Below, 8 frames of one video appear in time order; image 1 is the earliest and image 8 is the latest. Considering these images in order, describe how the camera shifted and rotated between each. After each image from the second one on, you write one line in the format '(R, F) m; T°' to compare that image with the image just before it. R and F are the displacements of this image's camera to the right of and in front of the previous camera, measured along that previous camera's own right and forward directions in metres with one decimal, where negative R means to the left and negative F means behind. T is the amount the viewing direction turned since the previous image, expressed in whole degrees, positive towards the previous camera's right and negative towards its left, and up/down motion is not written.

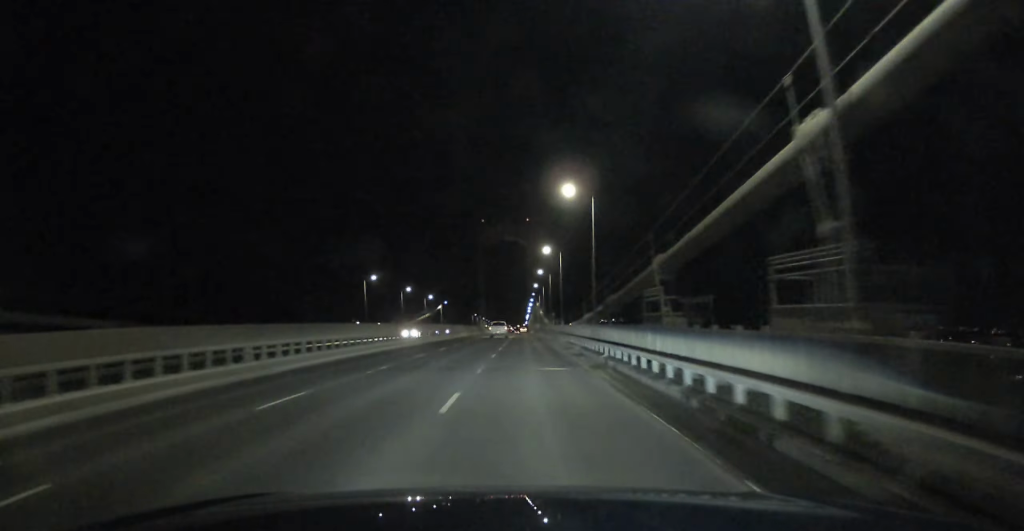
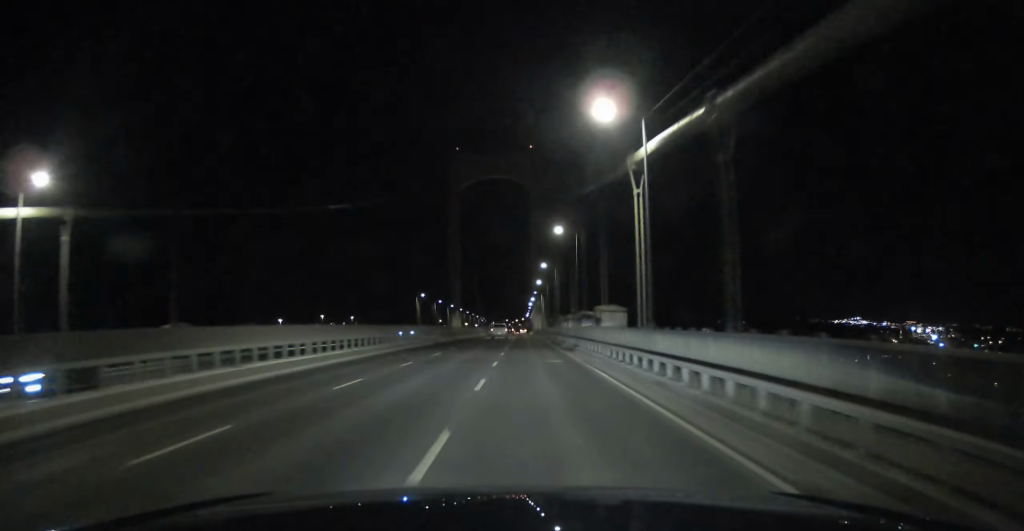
(-0.3, +168.9) m; 0°
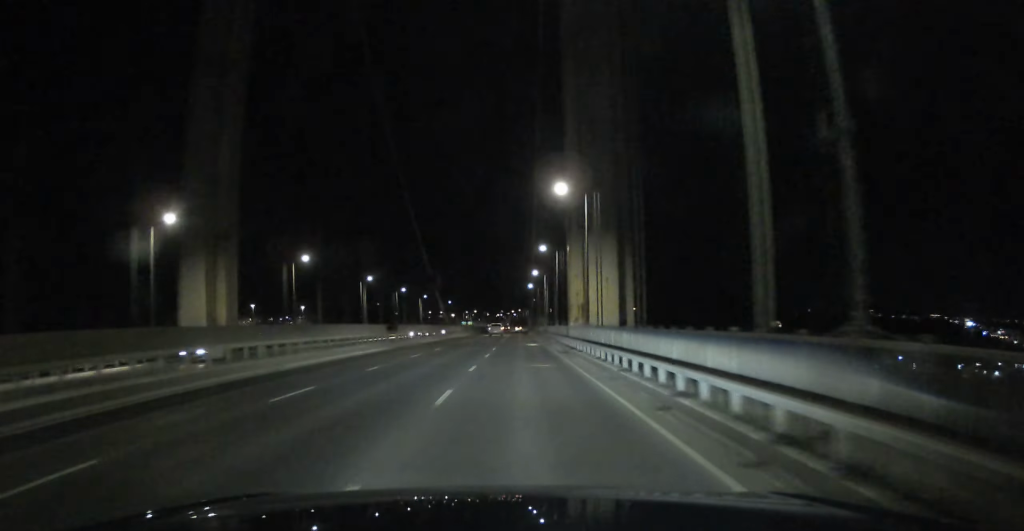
(+0.3, +198.2) m; 0°
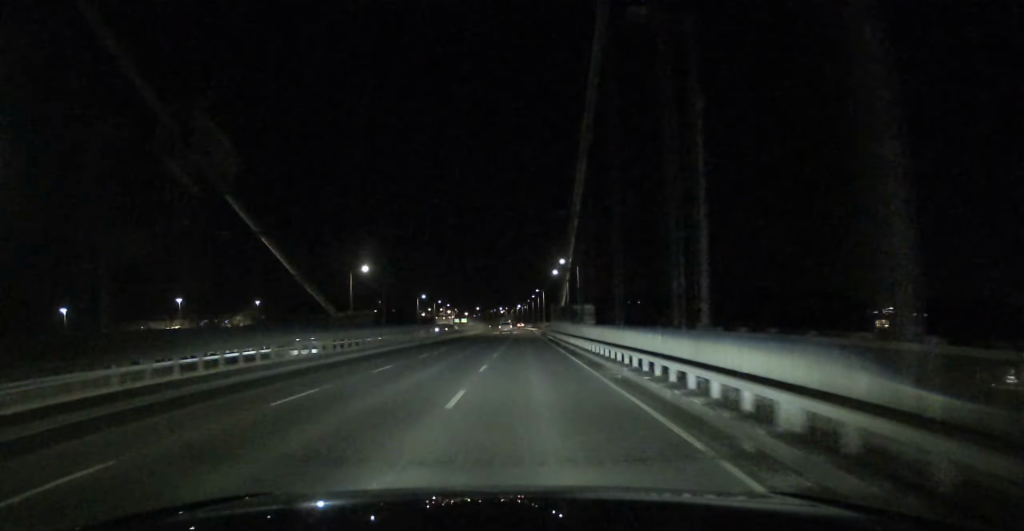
(-0.2, +144.9) m; 0°
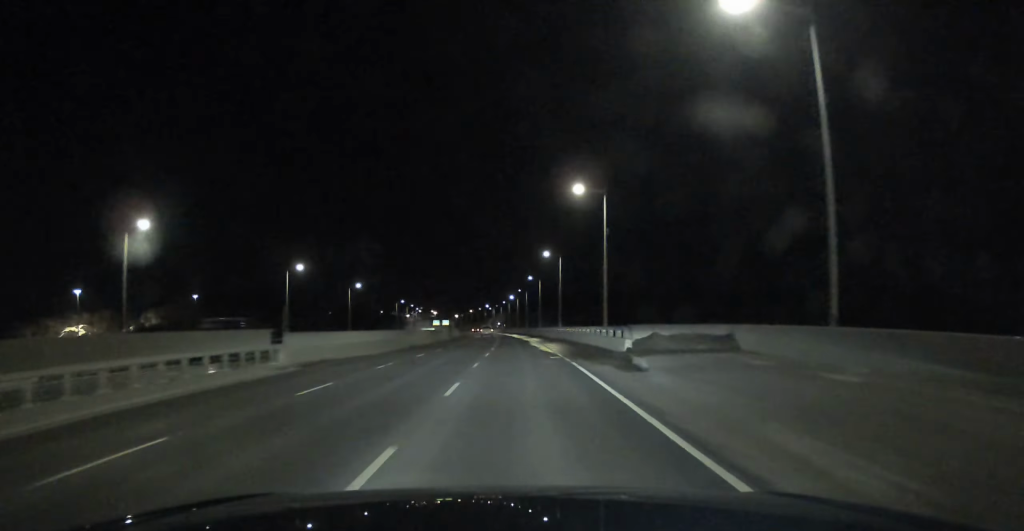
(-0.3, +114.0) m; -1°
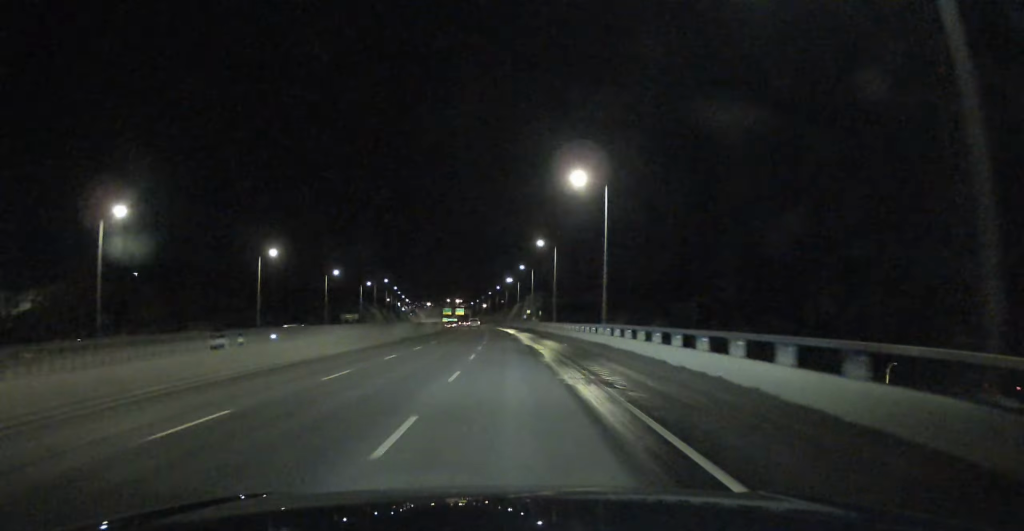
(-2.6, +133.6) m; -3°
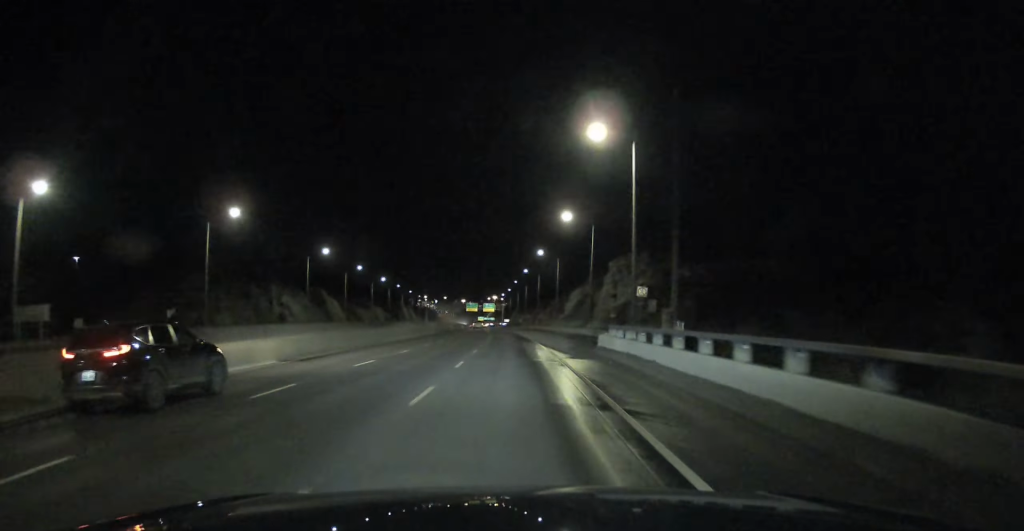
(-1.9, +108.6) m; -3°
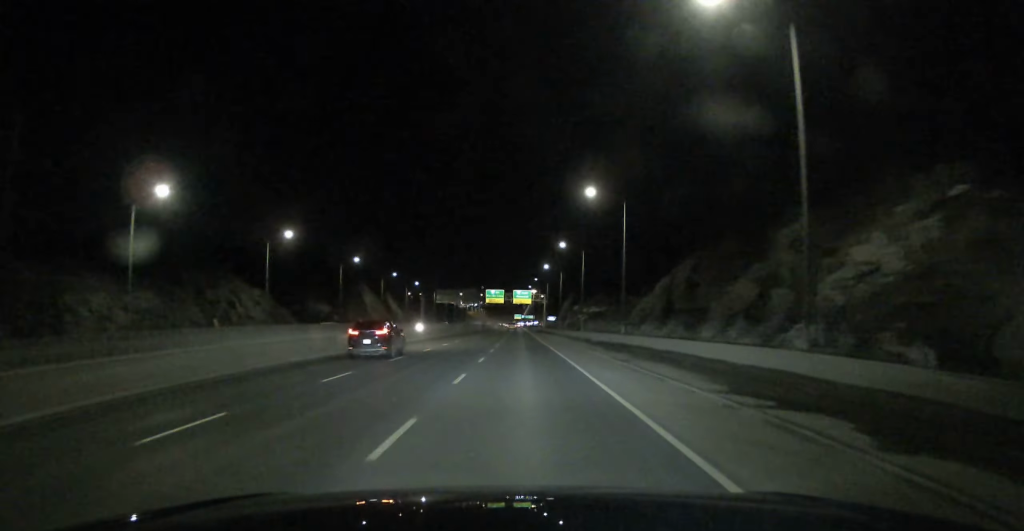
(-3.7, +117.0) m; -2°
